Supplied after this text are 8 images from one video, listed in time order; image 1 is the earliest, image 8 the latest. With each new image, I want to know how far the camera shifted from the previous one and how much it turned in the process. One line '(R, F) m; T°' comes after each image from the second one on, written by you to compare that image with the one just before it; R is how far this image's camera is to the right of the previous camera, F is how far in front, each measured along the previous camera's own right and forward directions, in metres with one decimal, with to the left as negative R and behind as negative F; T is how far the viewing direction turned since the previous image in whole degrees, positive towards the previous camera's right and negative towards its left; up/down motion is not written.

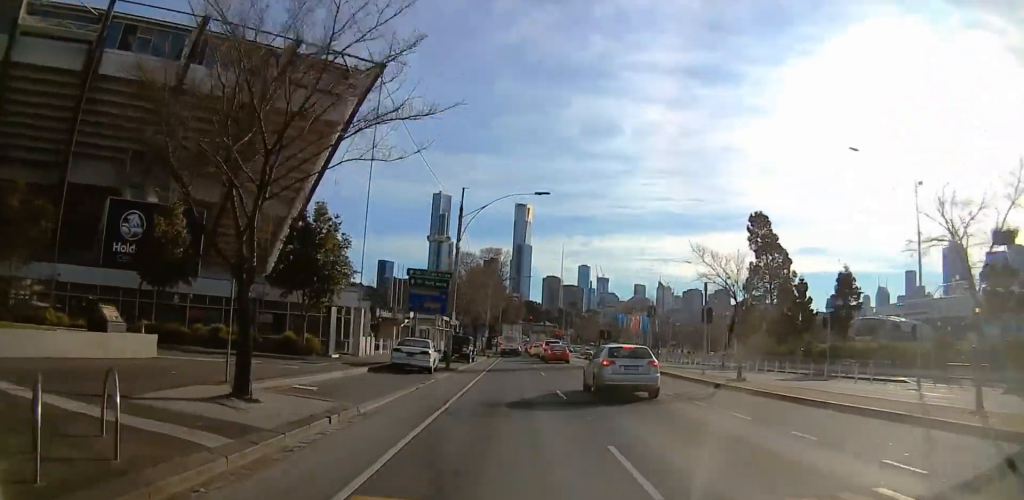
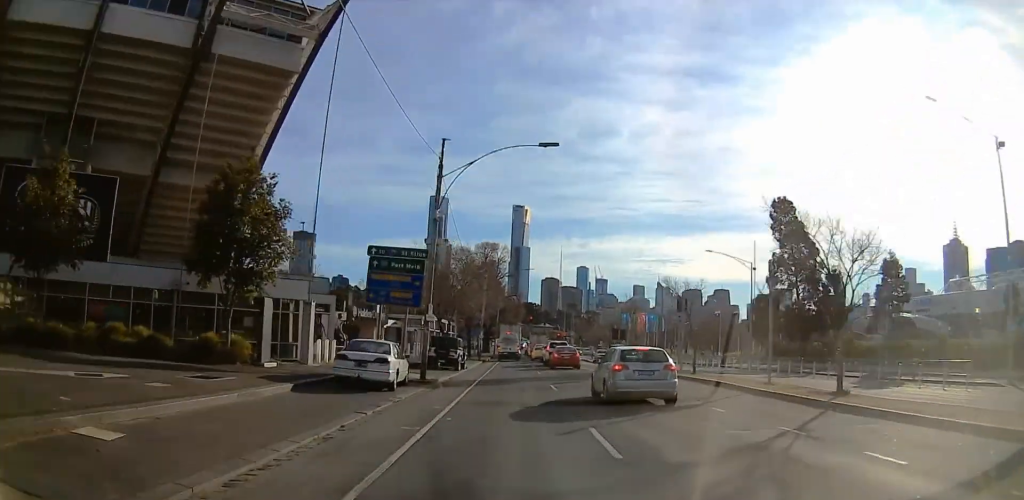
(-1.0, +8.3) m; +1°
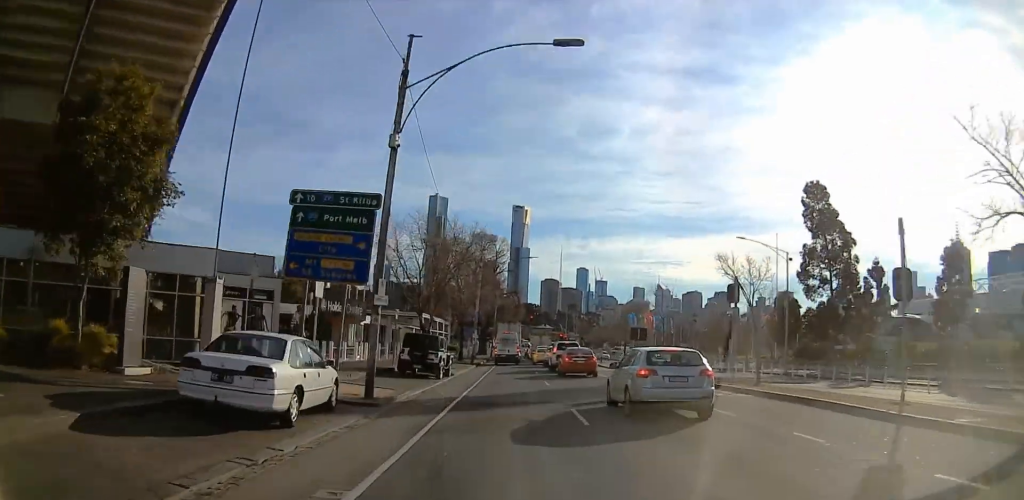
(+0.7, +8.6) m; +1°
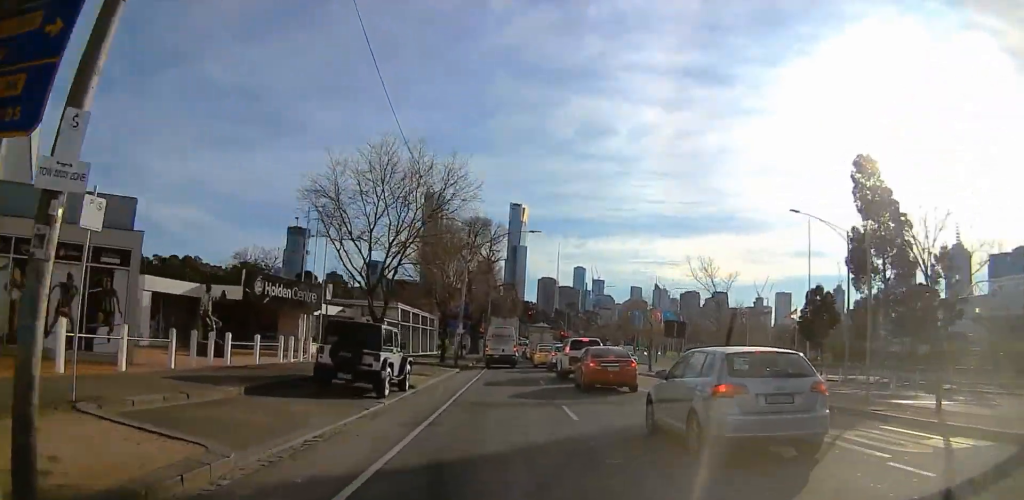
(-0.4, +11.5) m; 0°
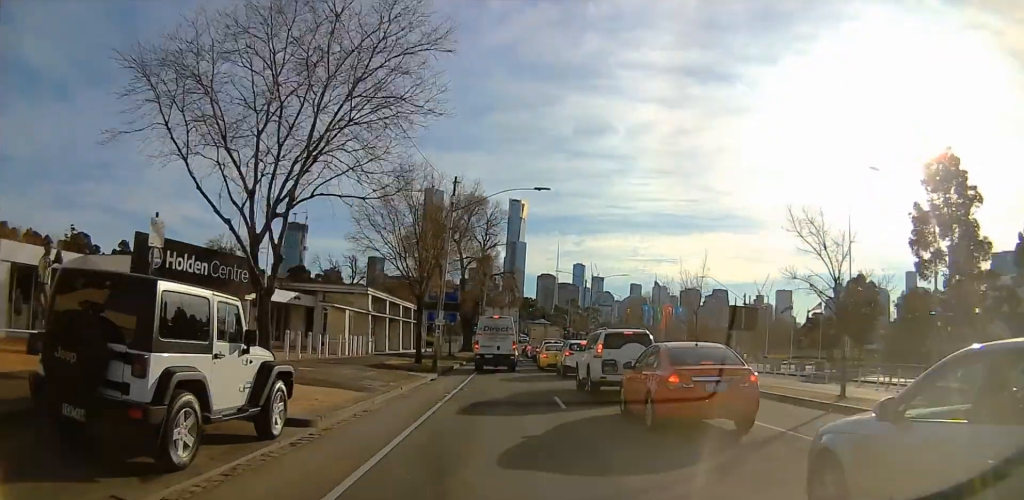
(+1.0, +11.3) m; +1°
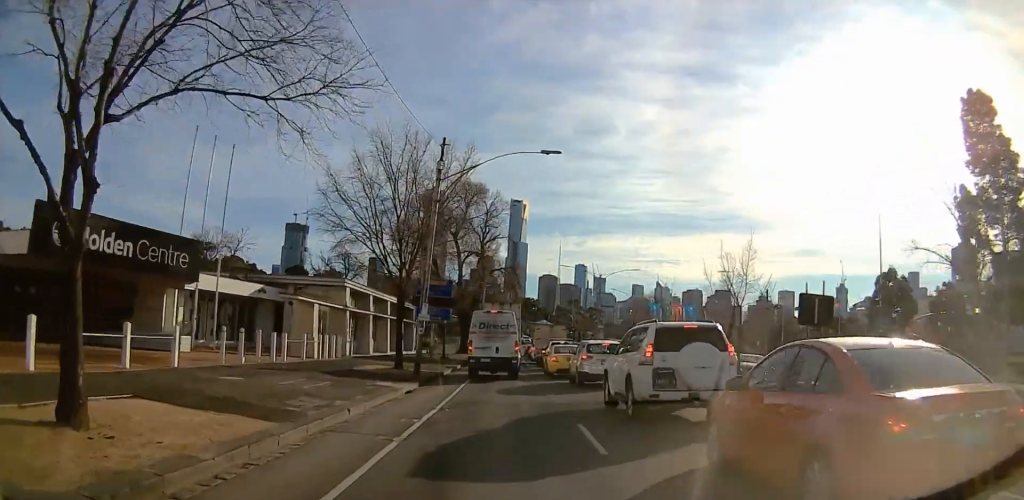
(-0.9, +6.4) m; +3°
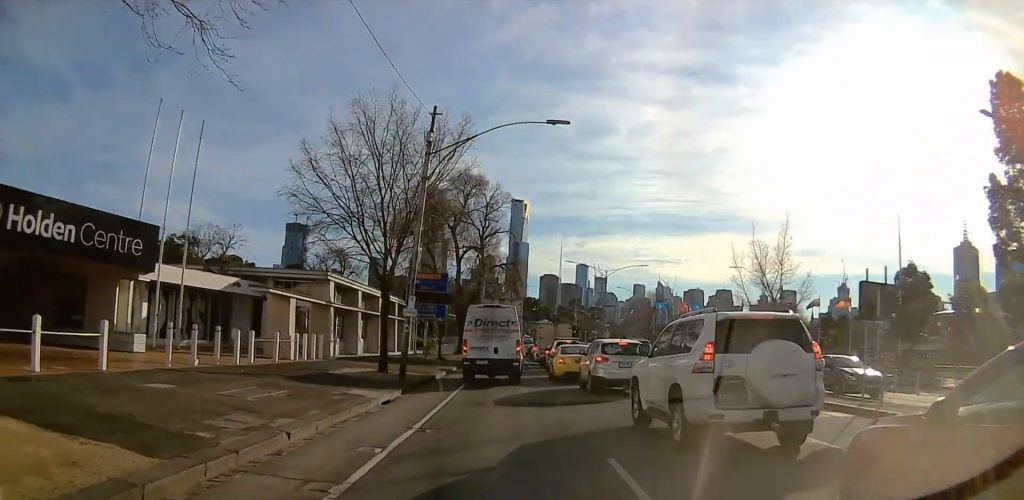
(+0.2, +3.3) m; +1°
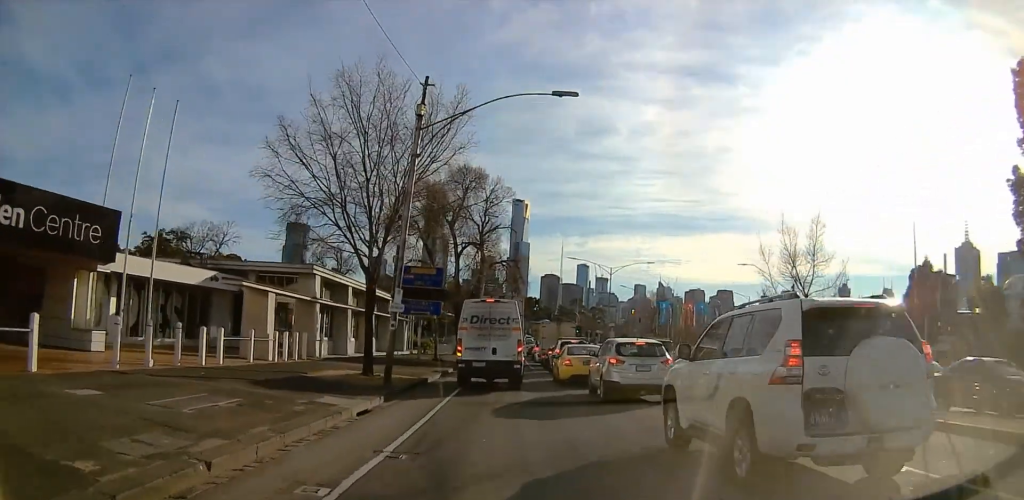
(+0.7, +2.6) m; +1°
